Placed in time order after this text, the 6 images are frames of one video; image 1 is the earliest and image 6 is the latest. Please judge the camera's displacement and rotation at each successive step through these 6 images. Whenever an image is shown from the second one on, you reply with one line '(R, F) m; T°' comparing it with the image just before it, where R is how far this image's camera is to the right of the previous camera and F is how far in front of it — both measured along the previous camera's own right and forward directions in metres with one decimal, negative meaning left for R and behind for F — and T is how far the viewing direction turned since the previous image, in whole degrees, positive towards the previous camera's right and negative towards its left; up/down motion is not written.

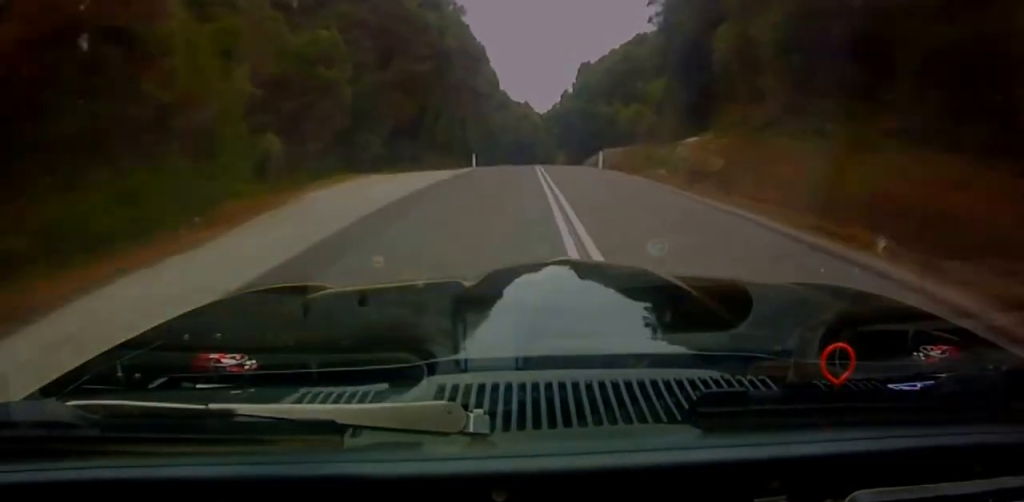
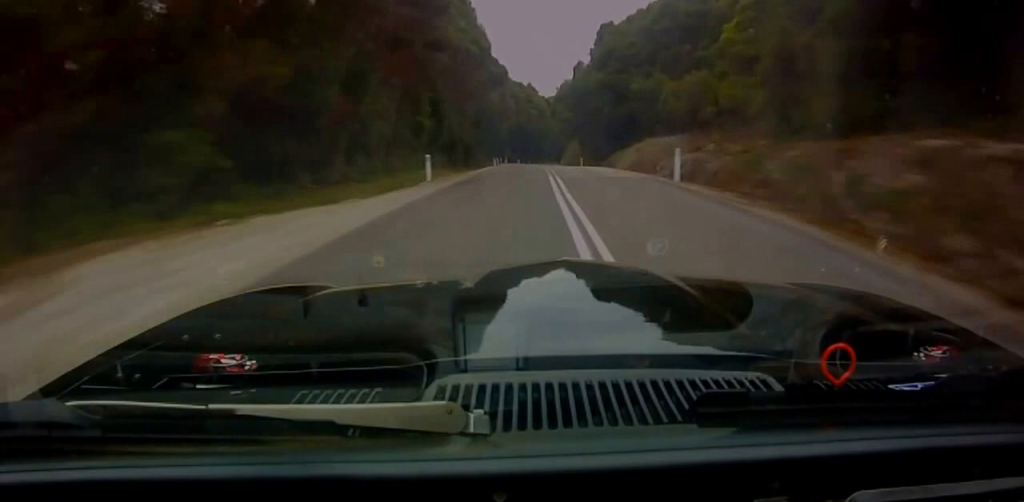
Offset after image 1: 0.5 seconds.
(-0.3, +19.5) m; -1°
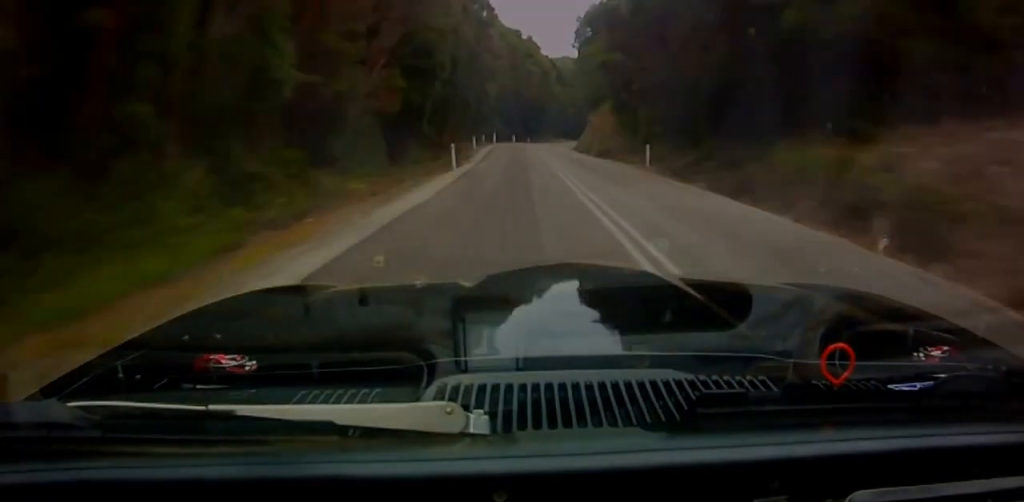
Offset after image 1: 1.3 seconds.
(-0.2, +34.7) m; 0°
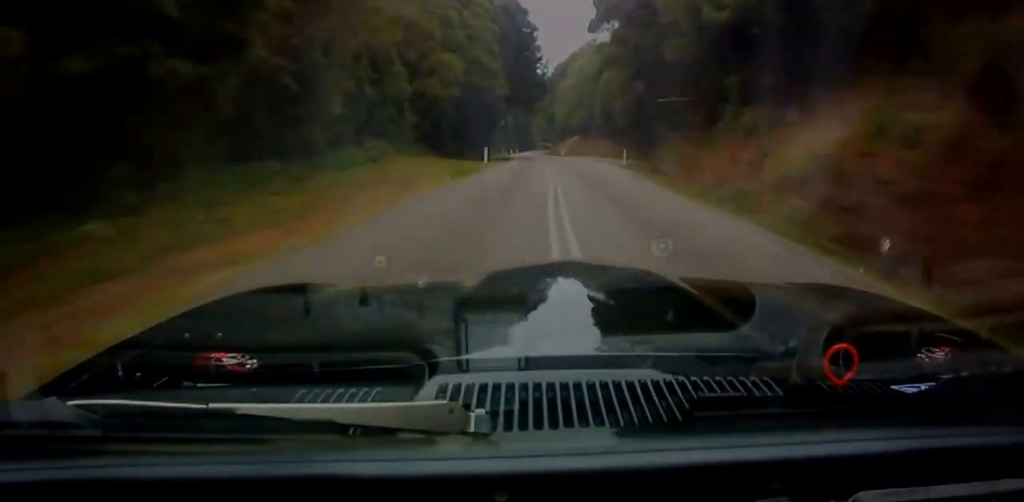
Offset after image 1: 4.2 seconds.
(+3.3, +104.7) m; +6°
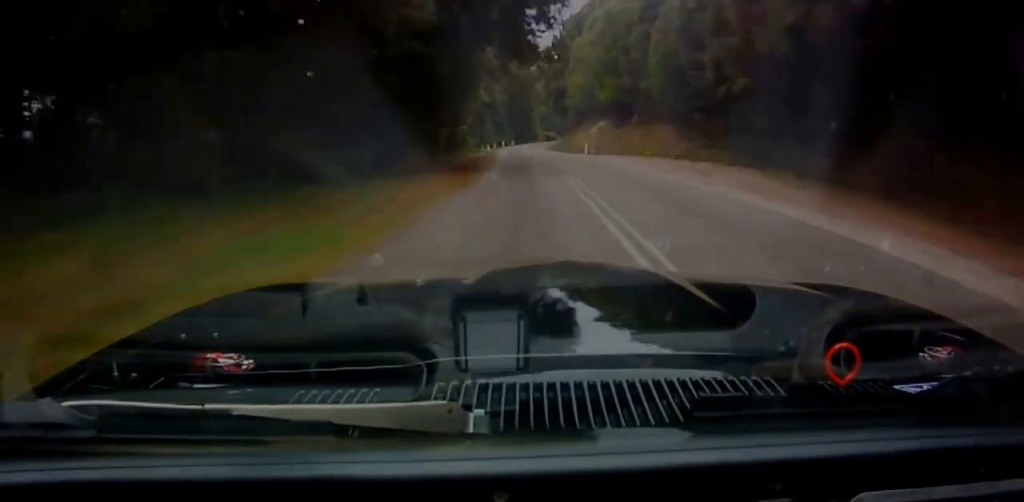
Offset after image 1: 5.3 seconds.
(+2.0, +38.6) m; +4°
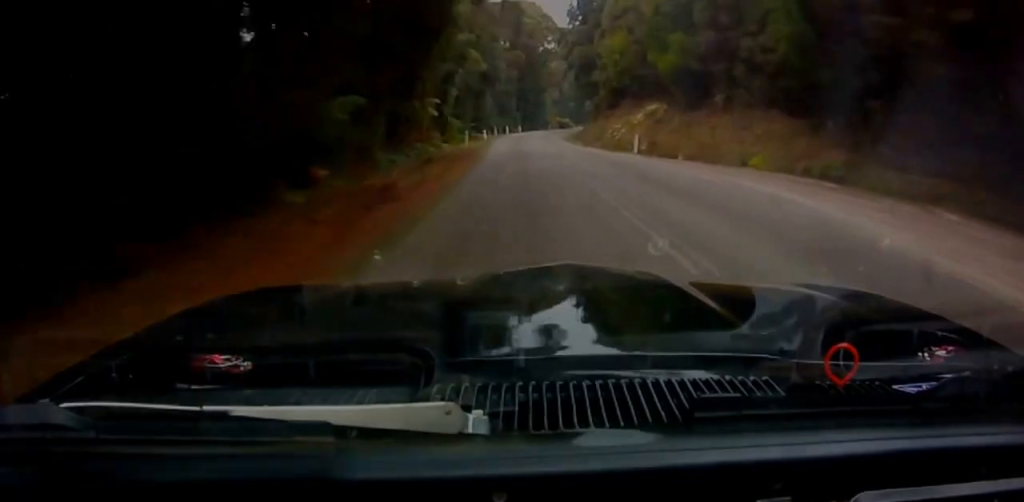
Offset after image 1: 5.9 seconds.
(+0.5, +20.7) m; +1°
